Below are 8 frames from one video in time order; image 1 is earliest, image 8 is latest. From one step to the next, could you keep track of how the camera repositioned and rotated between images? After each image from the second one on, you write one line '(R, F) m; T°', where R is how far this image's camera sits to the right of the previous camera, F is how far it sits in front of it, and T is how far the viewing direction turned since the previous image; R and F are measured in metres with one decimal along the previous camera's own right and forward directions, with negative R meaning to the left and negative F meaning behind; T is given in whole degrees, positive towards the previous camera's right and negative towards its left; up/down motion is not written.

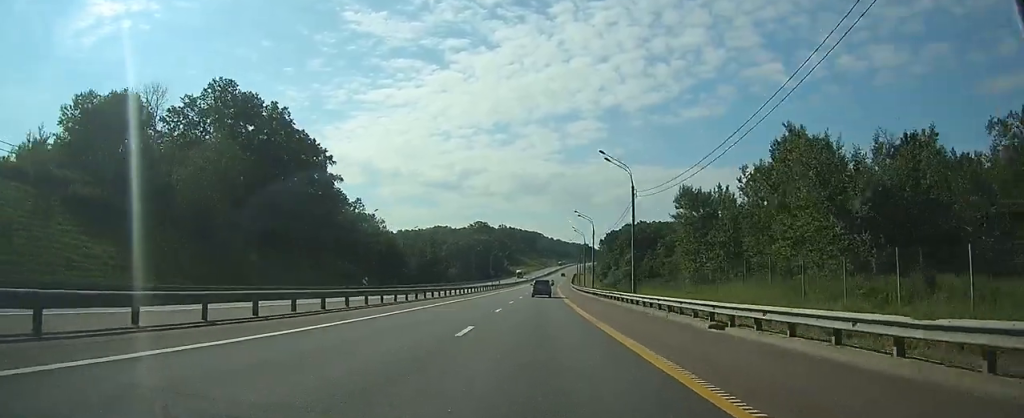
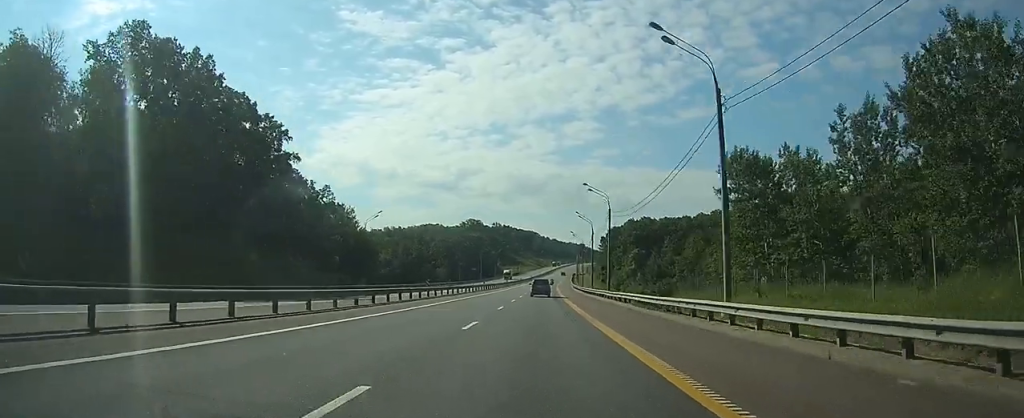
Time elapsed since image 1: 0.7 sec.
(+0.1, +22.6) m; 0°
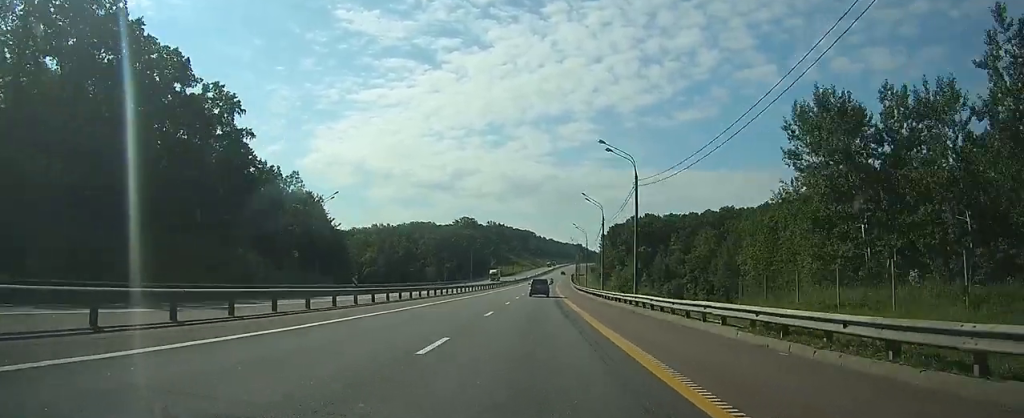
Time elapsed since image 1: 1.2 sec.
(0.0, +17.9) m; 0°
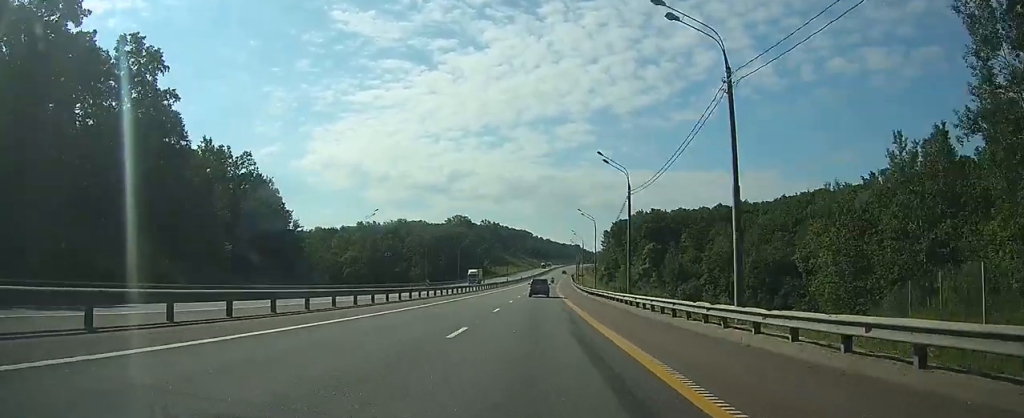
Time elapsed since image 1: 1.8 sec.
(0.0, +21.2) m; 0°
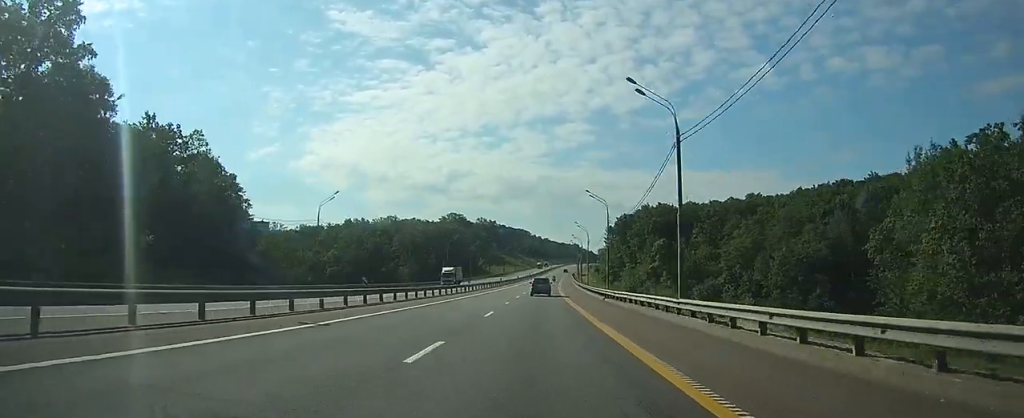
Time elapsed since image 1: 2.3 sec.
(0.0, +16.6) m; 0°
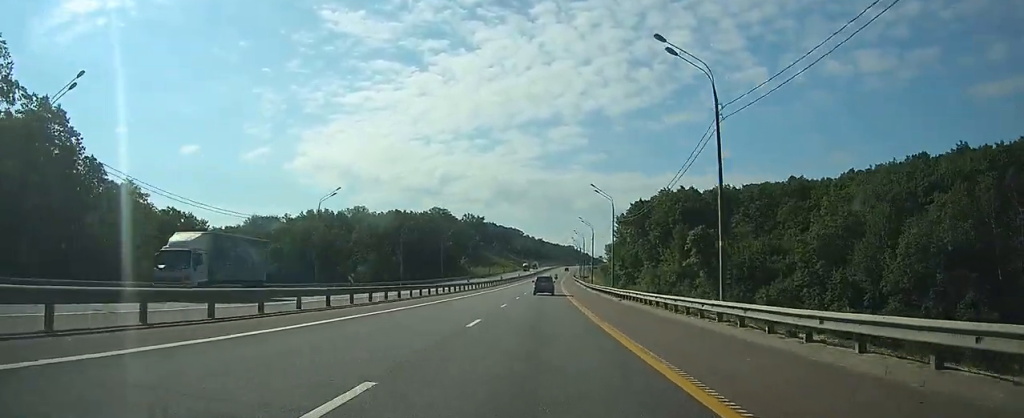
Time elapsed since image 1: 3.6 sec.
(+0.3, +41.7) m; 0°
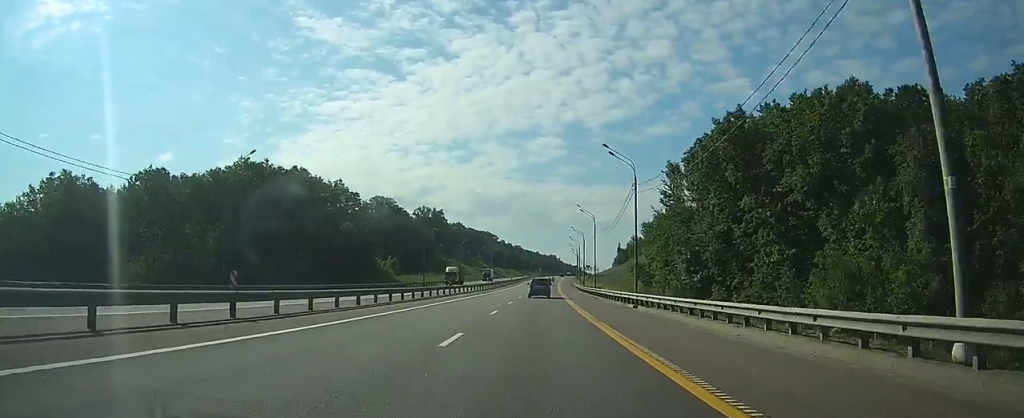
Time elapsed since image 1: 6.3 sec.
(+1.1, +88.3) m; +2°
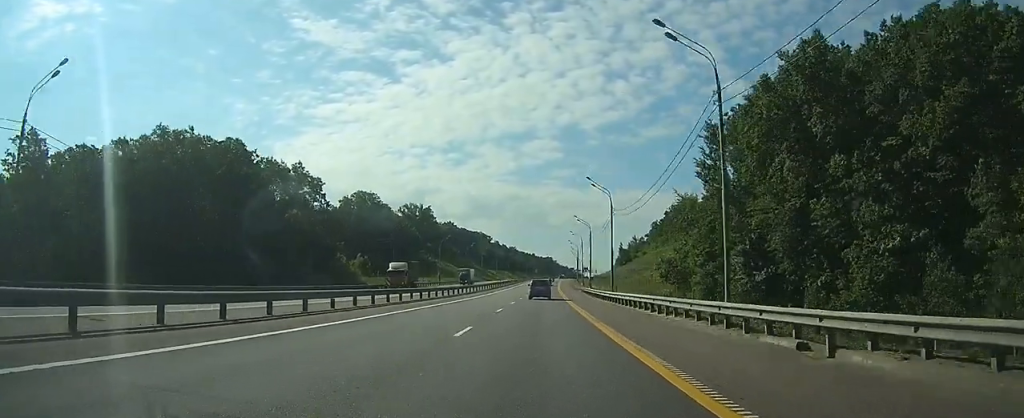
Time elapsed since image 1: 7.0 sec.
(-0.1, +21.3) m; 0°
